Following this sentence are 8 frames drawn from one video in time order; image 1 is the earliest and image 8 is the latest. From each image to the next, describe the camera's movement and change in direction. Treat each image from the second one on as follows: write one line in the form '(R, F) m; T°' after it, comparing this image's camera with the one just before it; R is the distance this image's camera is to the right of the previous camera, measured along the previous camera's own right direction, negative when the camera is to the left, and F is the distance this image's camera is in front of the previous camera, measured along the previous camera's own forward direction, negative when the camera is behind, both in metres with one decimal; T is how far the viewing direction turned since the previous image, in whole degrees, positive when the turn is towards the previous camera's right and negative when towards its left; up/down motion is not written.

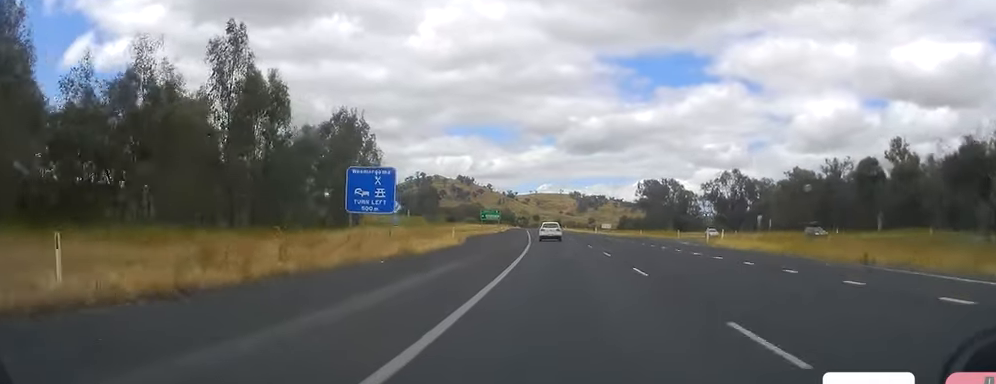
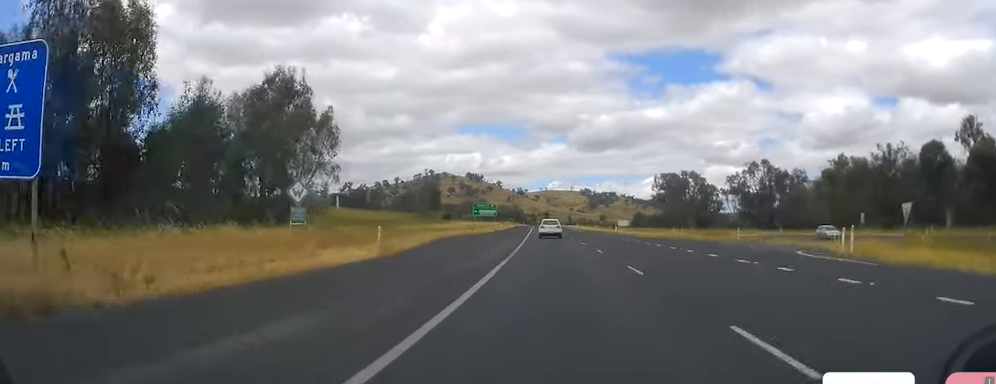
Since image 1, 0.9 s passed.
(-0.1, +24.7) m; 0°
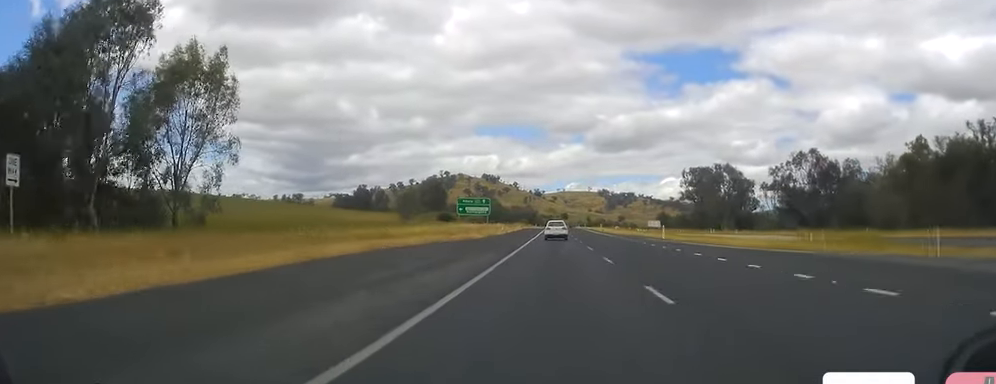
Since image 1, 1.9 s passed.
(0.0, +30.5) m; -1°
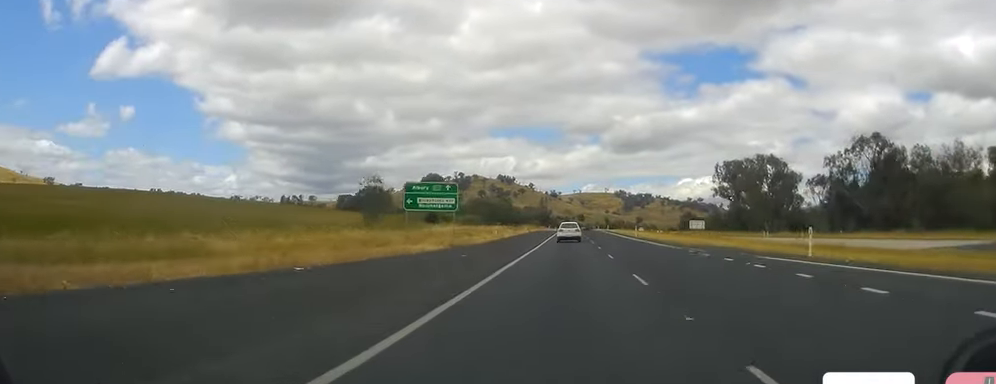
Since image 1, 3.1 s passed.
(-0.6, +32.4) m; -2°
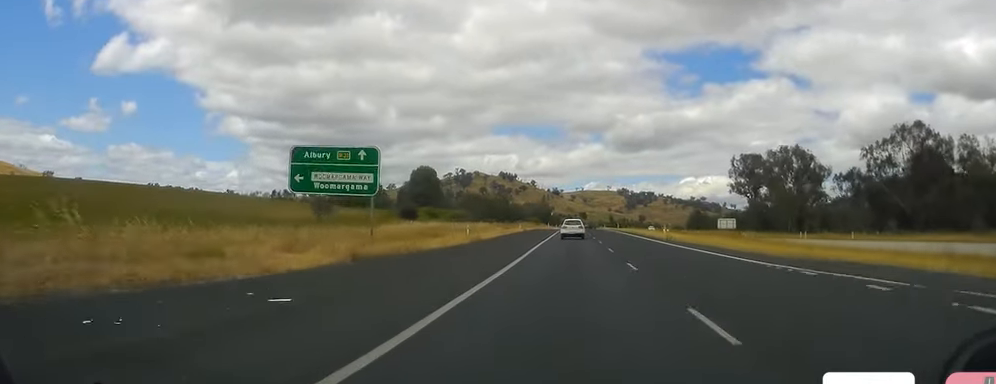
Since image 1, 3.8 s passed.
(-0.3, +20.1) m; -1°
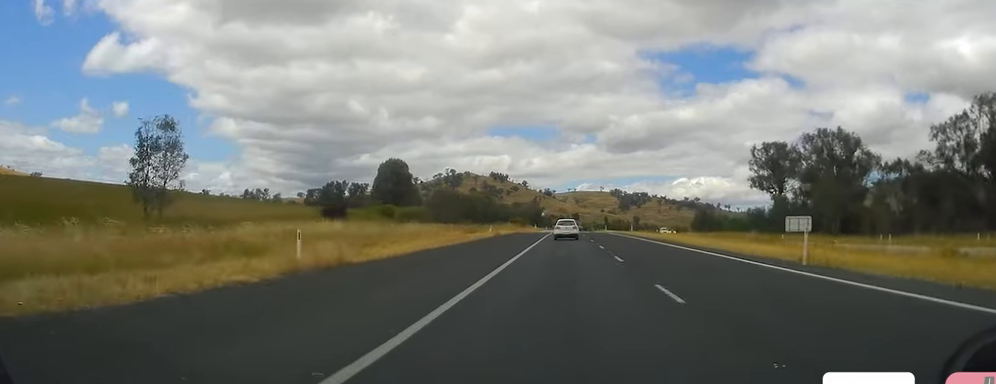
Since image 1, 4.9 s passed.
(-0.4, +32.3) m; +1°
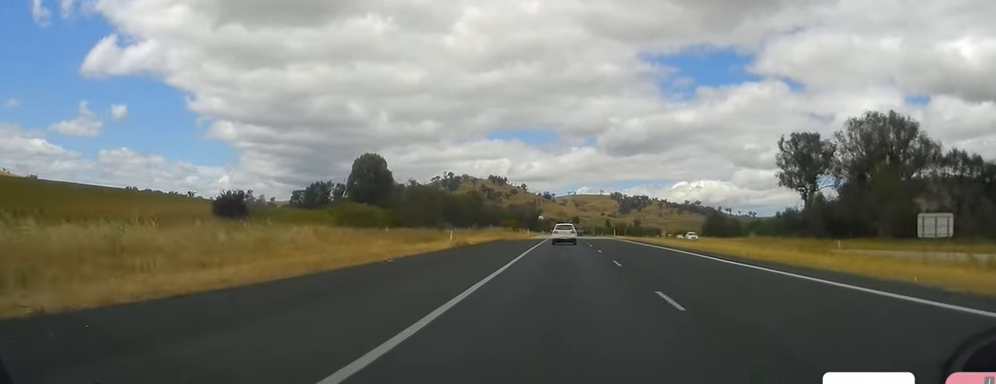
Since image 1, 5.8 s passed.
(+0.7, +24.7) m; 0°
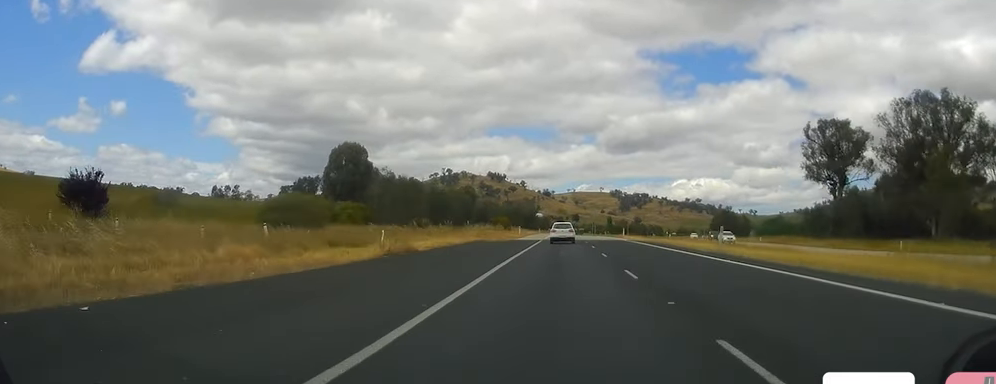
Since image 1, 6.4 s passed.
(-0.3, +18.2) m; -1°
